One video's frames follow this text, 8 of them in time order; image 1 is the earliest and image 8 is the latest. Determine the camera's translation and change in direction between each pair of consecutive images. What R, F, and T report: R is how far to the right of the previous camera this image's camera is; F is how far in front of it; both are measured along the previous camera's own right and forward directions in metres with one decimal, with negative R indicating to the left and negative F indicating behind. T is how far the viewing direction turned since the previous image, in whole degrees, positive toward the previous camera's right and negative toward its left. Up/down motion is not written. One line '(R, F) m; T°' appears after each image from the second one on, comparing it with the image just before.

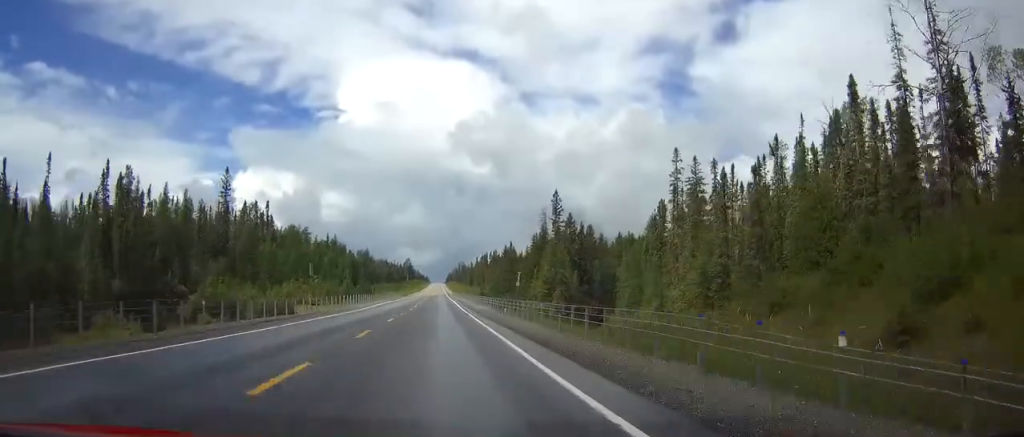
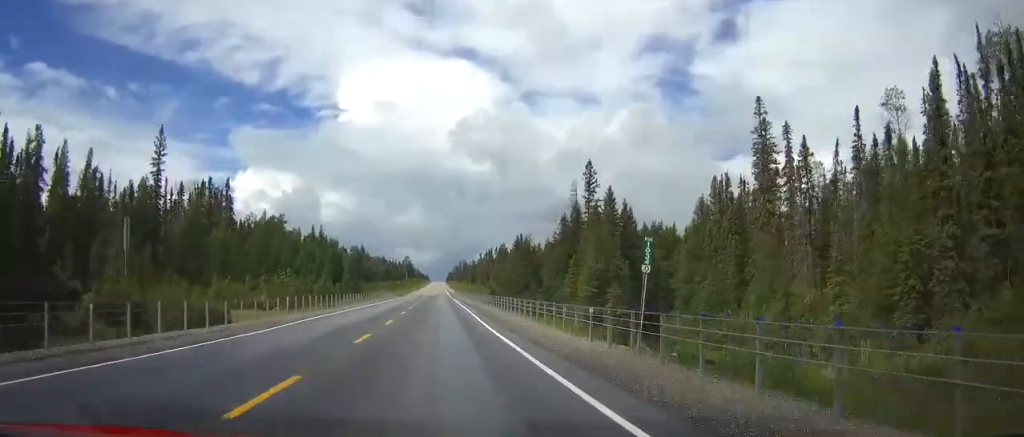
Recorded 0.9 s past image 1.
(0.0, +27.8) m; 0°
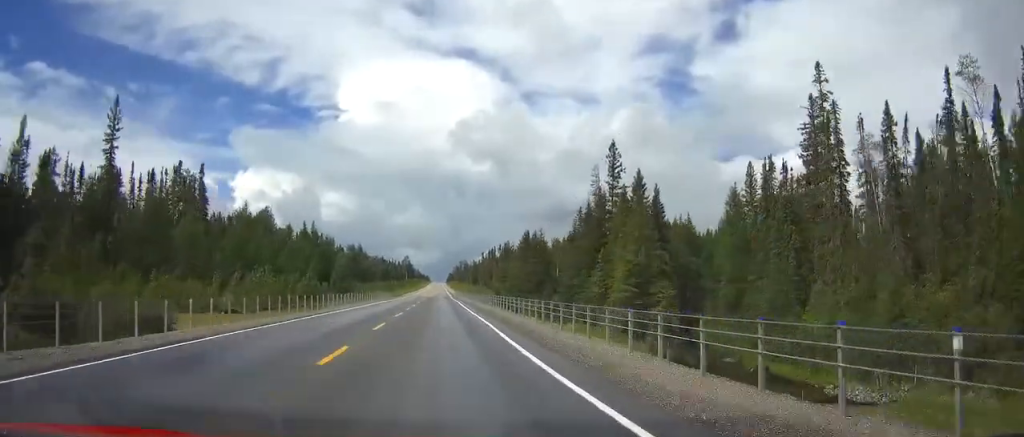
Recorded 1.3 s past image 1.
(0.0, +13.4) m; 0°
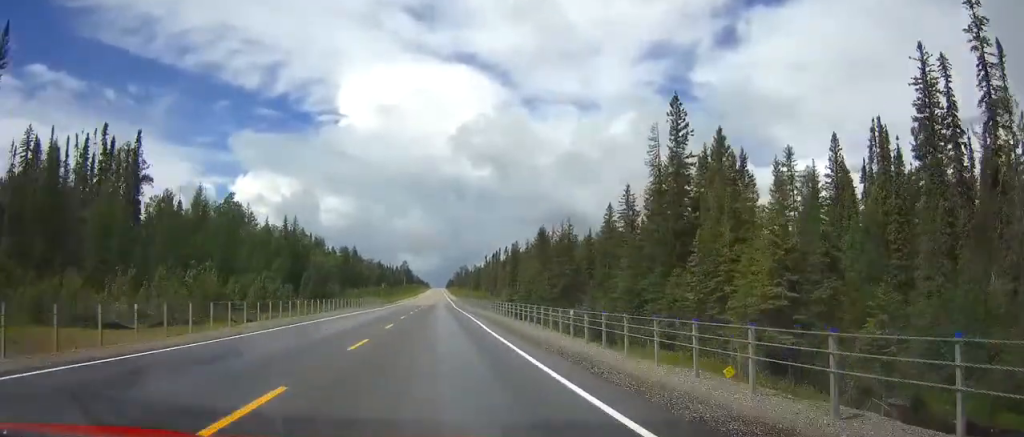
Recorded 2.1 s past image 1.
(0.0, +23.6) m; 0°
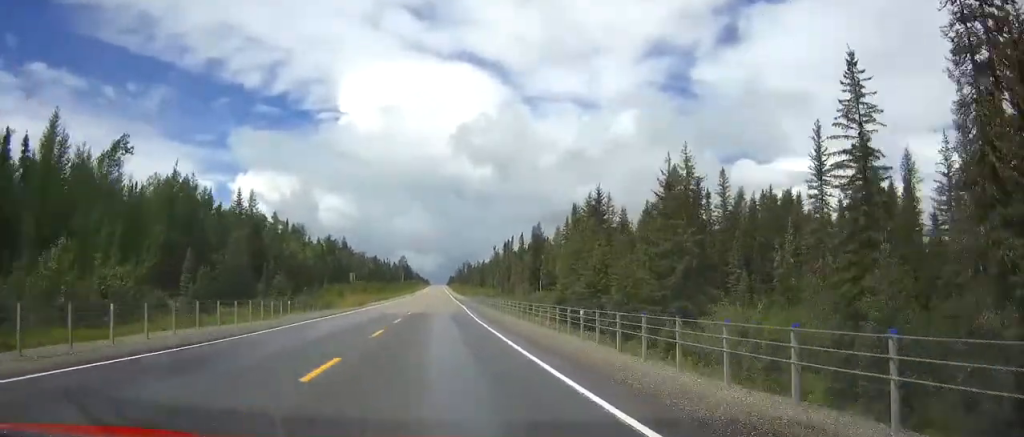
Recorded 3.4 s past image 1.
(0.0, +41.1) m; 0°
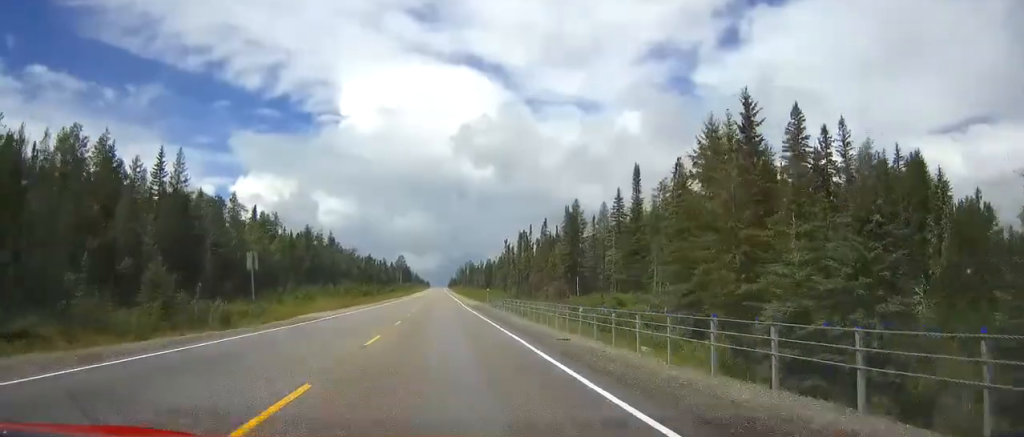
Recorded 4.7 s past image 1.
(-0.2, +39.1) m; 0°
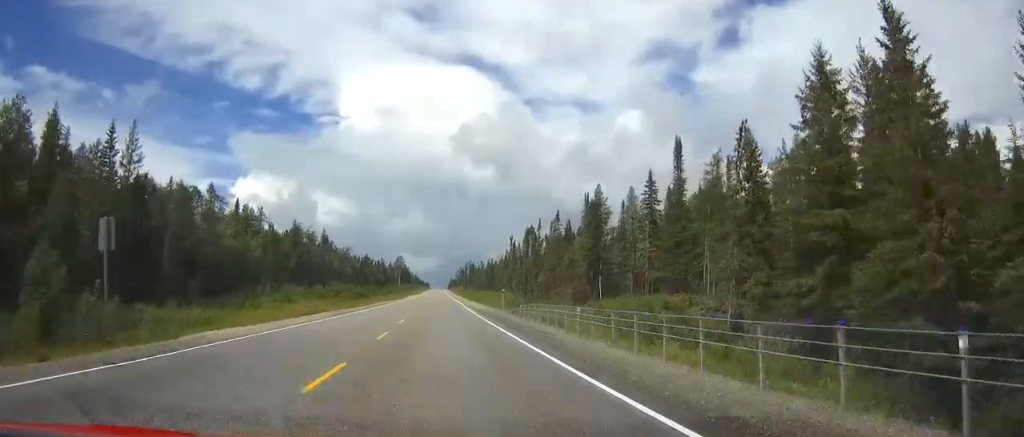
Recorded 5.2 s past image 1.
(+0.1, +15.6) m; 0°
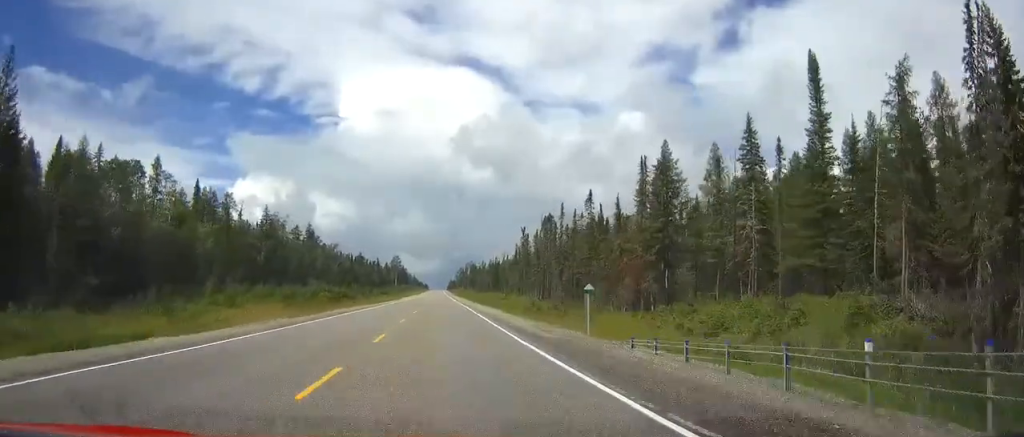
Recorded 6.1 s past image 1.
(+0.1, +28.1) m; 0°
